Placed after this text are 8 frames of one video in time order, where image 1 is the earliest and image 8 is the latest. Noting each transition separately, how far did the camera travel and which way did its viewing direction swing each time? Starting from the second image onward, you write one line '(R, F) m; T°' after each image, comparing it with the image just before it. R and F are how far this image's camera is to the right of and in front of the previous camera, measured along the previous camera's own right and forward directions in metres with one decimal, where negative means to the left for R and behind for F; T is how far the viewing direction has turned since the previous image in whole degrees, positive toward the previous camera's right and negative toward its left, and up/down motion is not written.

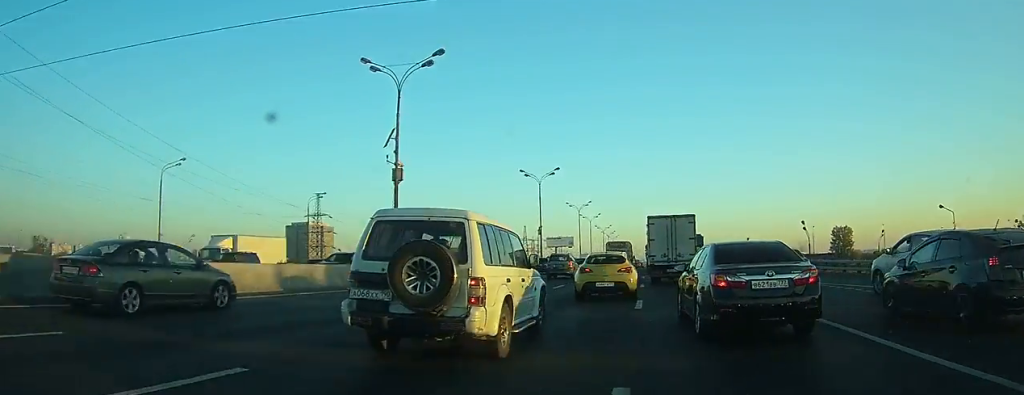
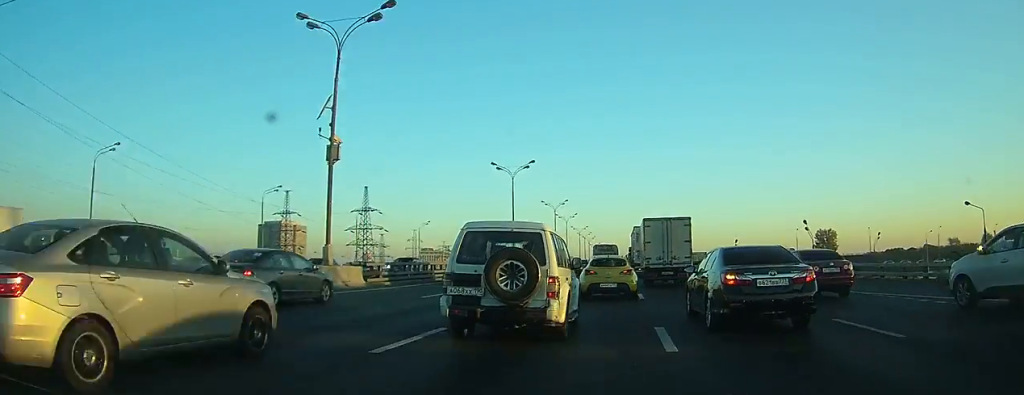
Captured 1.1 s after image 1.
(0.0, +6.7) m; 0°
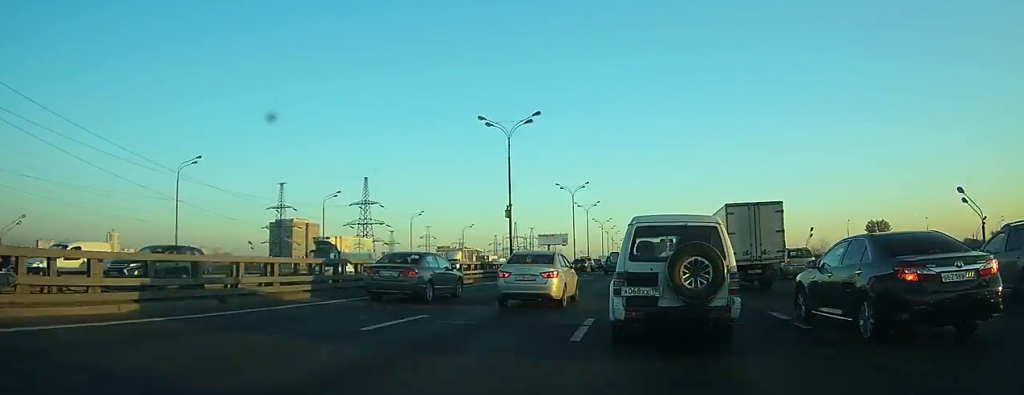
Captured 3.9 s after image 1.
(+0.1, +21.0) m; -1°
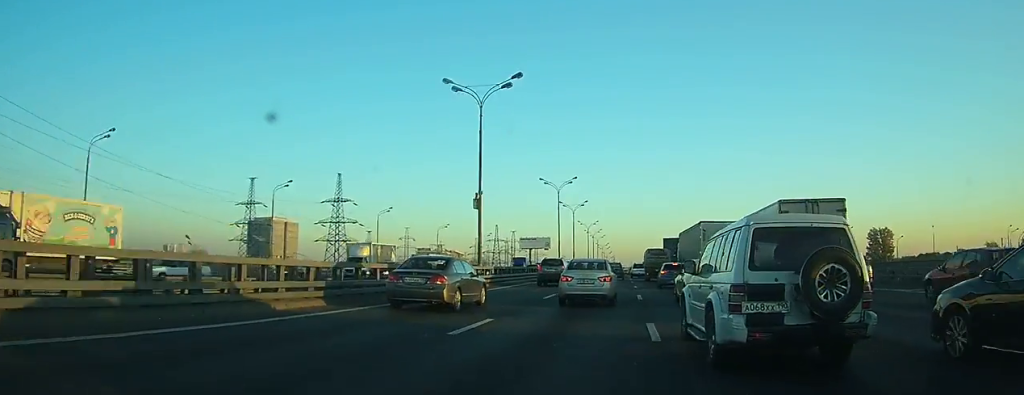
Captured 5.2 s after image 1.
(-0.1, +11.6) m; 0°
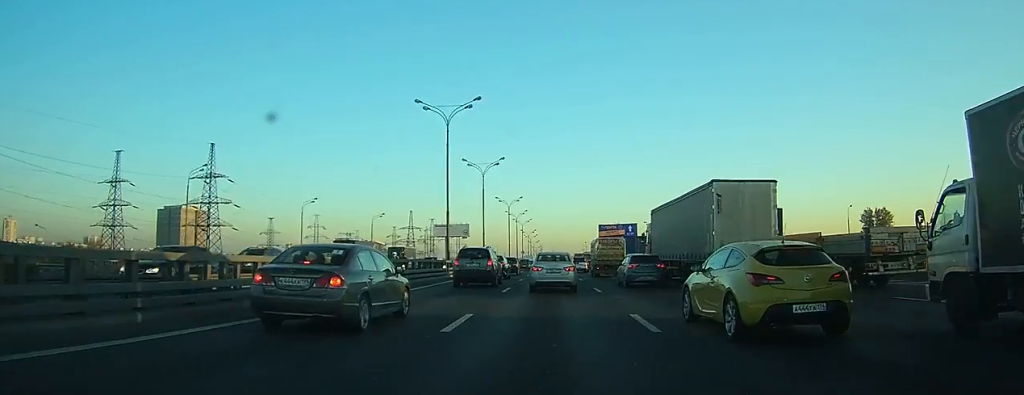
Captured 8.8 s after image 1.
(+1.1, +35.4) m; +4°
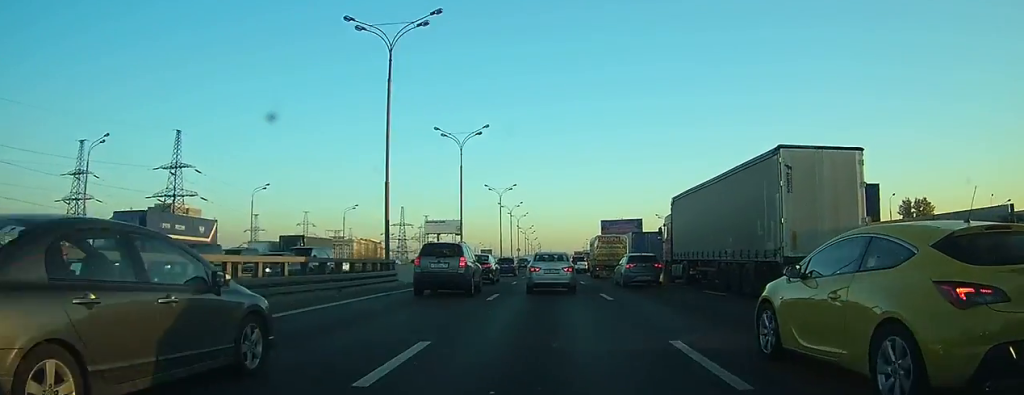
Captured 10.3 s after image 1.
(+0.3, +15.1) m; +1°
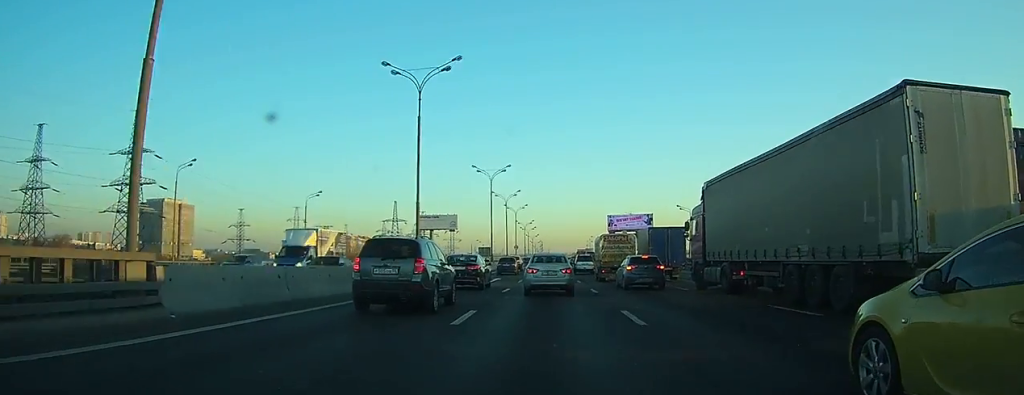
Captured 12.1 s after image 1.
(-0.1, +17.4) m; 0°
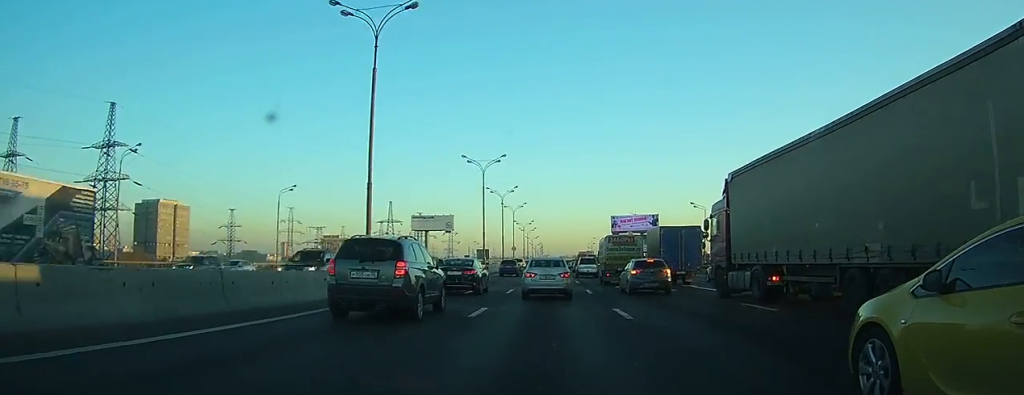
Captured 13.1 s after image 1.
(0.0, +10.1) m; 0°
